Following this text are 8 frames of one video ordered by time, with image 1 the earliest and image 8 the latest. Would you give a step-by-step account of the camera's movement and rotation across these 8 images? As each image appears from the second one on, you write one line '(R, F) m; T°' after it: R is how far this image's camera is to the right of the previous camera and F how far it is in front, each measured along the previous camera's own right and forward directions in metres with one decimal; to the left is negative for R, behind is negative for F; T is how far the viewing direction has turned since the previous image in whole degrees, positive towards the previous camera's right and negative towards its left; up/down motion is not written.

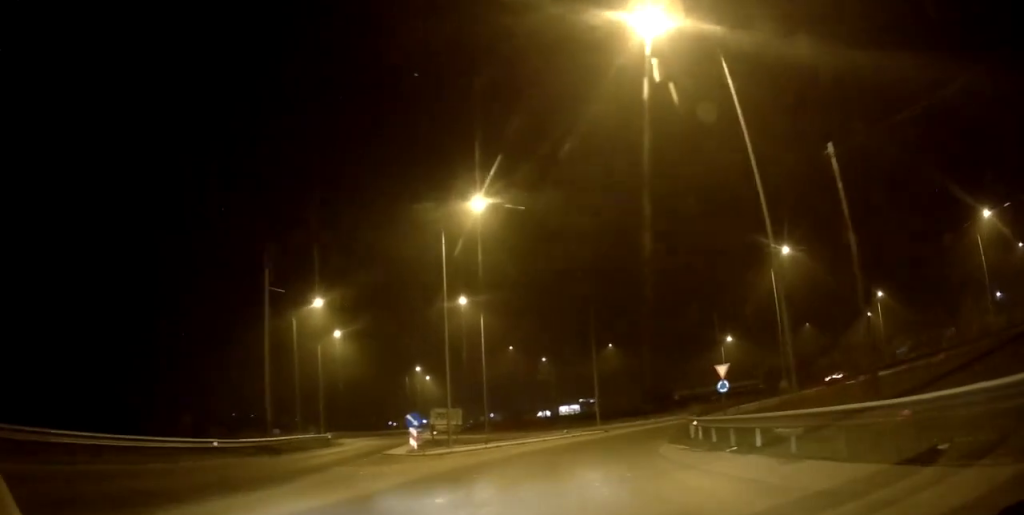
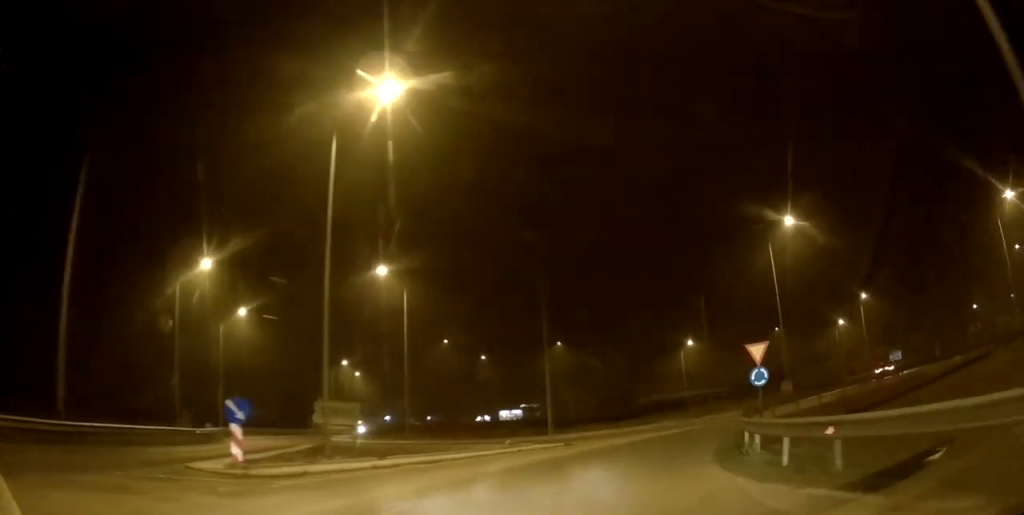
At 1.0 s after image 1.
(-0.2, +11.1) m; +7°
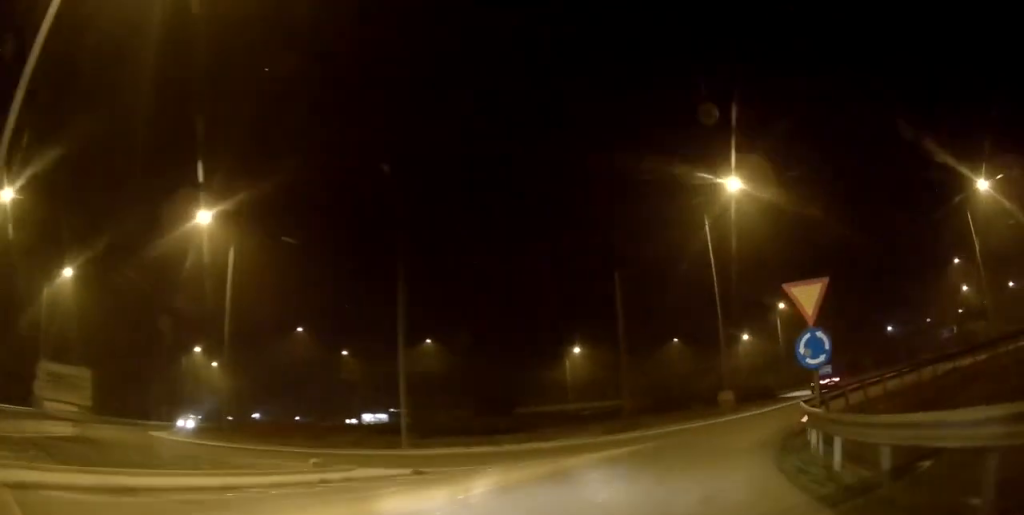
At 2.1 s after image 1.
(+1.7, +10.1) m; +14°
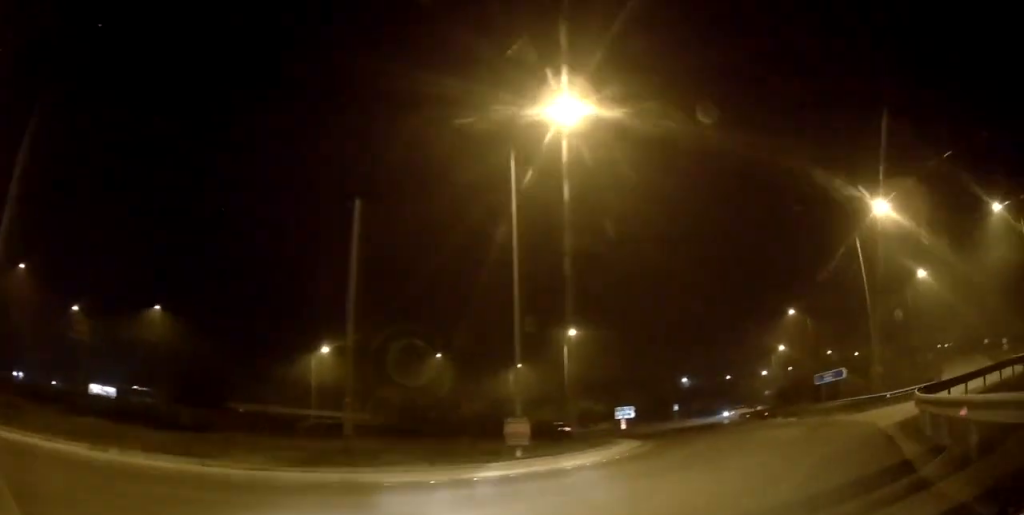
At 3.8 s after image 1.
(+2.2, +12.1) m; +21°
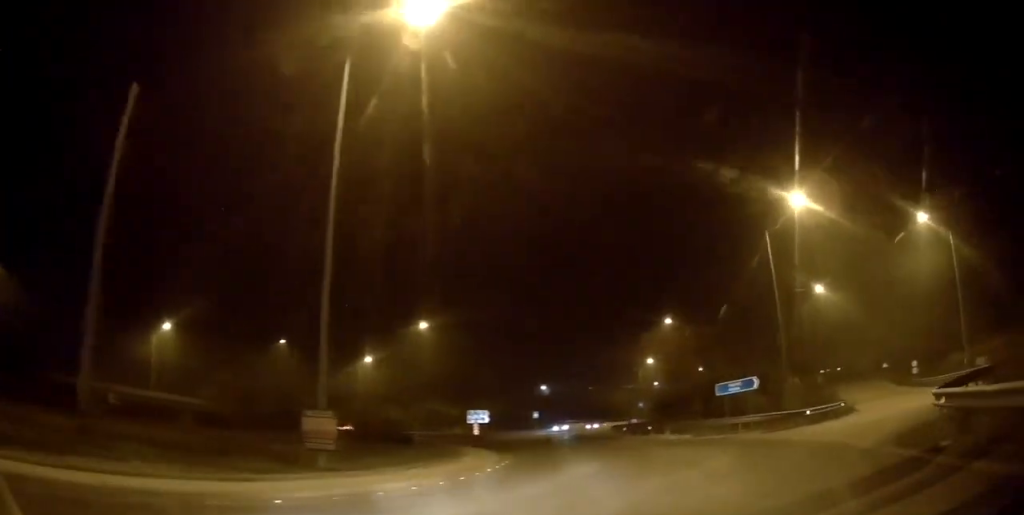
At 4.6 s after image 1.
(+0.6, +6.3) m; +10°
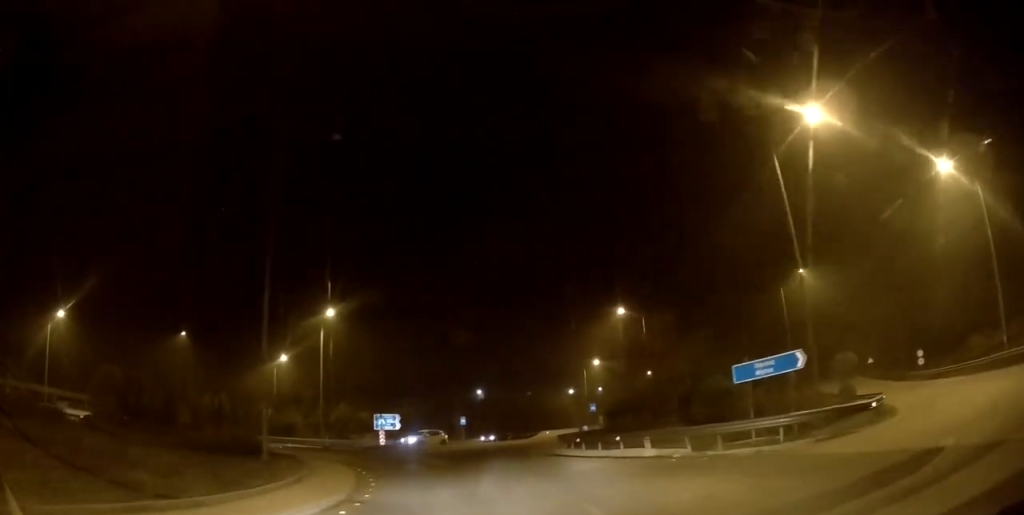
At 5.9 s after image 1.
(+1.3, +11.2) m; +9°
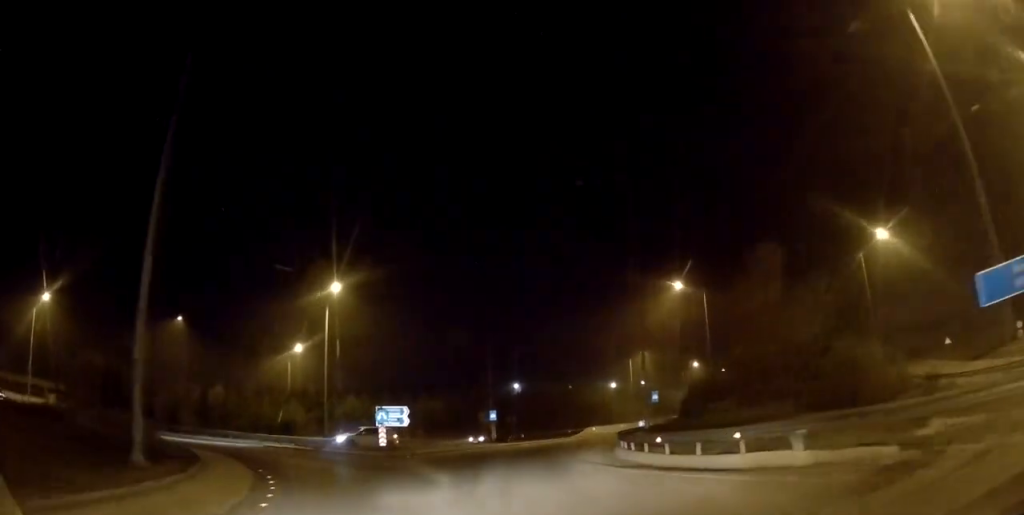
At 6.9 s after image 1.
(0.0, +9.8) m; -4°
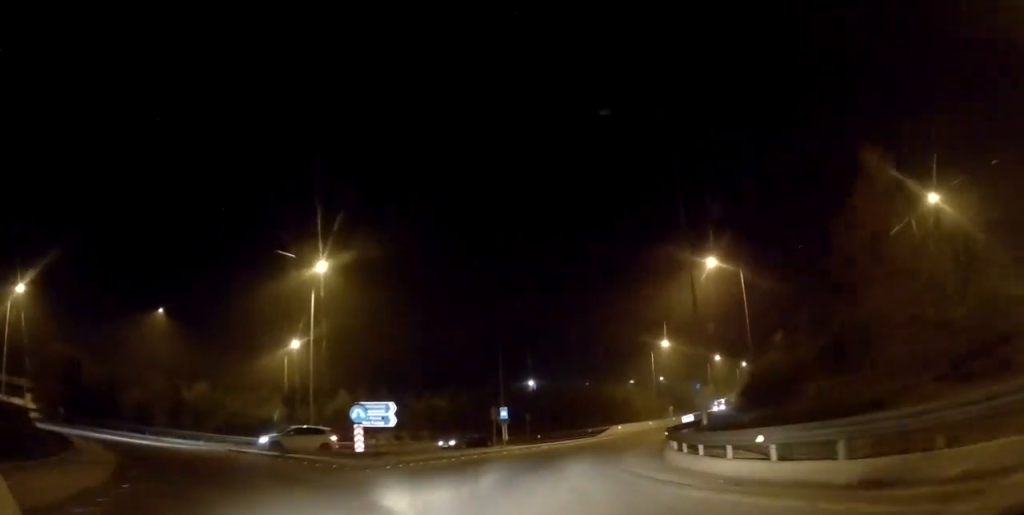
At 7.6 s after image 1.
(-0.4, +6.9) m; -2°
